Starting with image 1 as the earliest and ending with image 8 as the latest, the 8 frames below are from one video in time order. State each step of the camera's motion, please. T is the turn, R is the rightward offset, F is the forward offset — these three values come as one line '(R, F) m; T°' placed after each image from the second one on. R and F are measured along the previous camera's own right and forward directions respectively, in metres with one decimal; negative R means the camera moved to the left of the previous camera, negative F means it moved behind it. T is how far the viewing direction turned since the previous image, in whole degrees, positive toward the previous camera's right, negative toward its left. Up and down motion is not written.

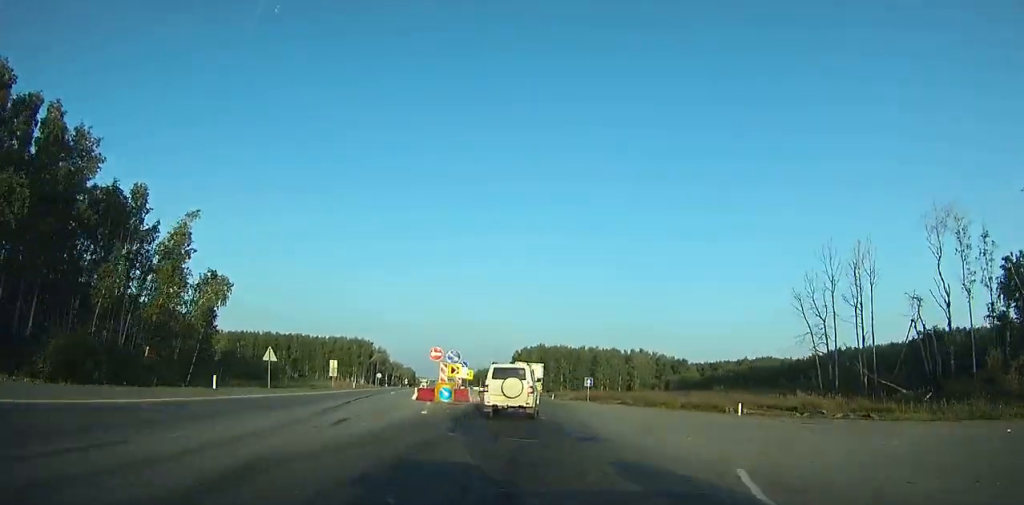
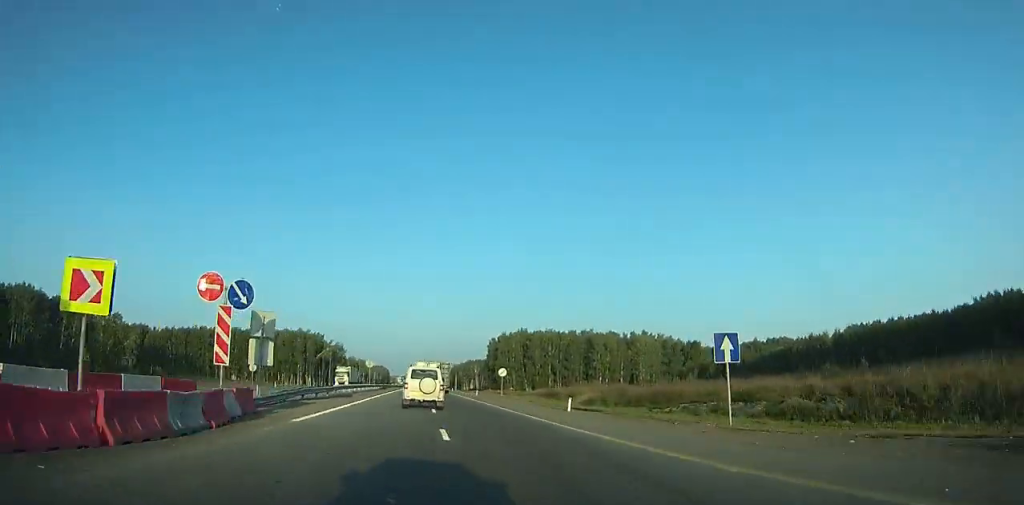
(+3.1, +52.9) m; +5°
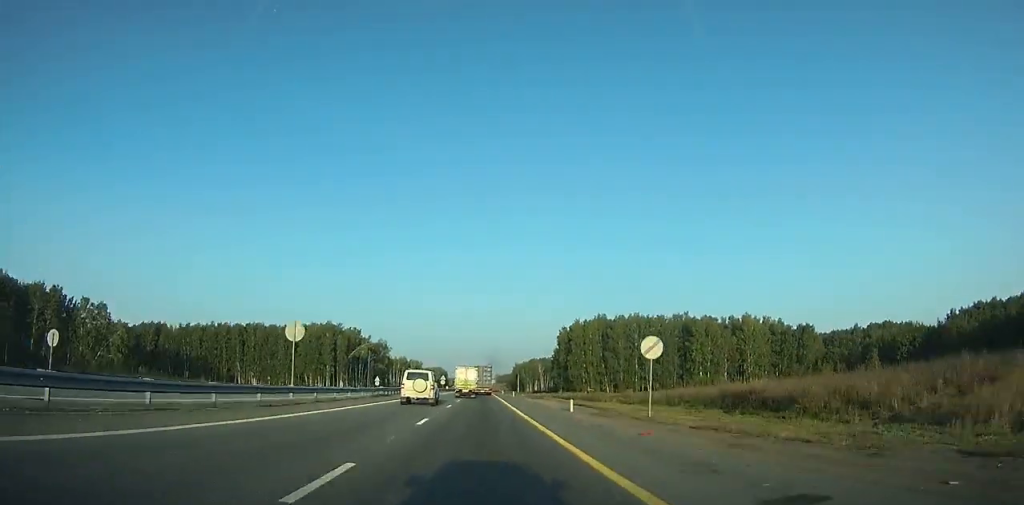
(-0.1, +41.2) m; -2°
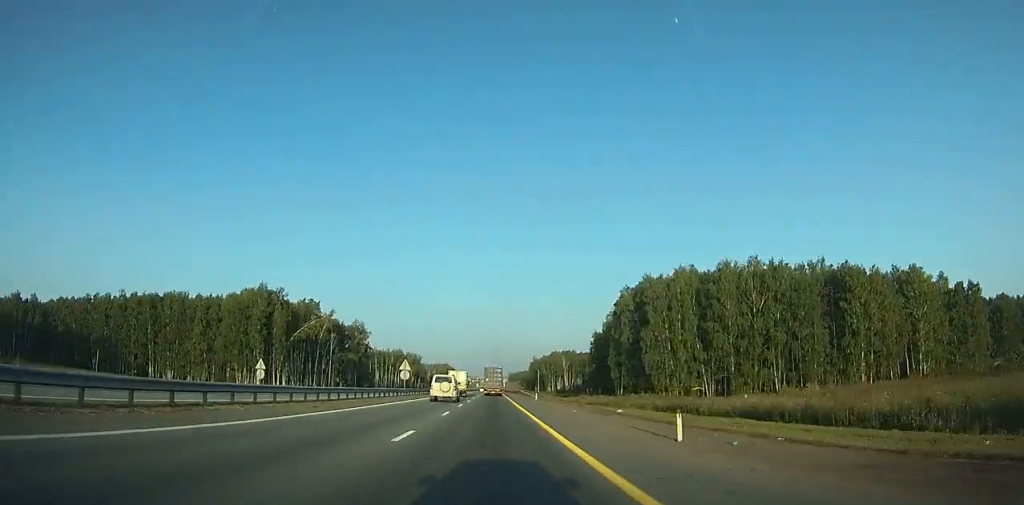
(-3.4, +66.9) m; -4°
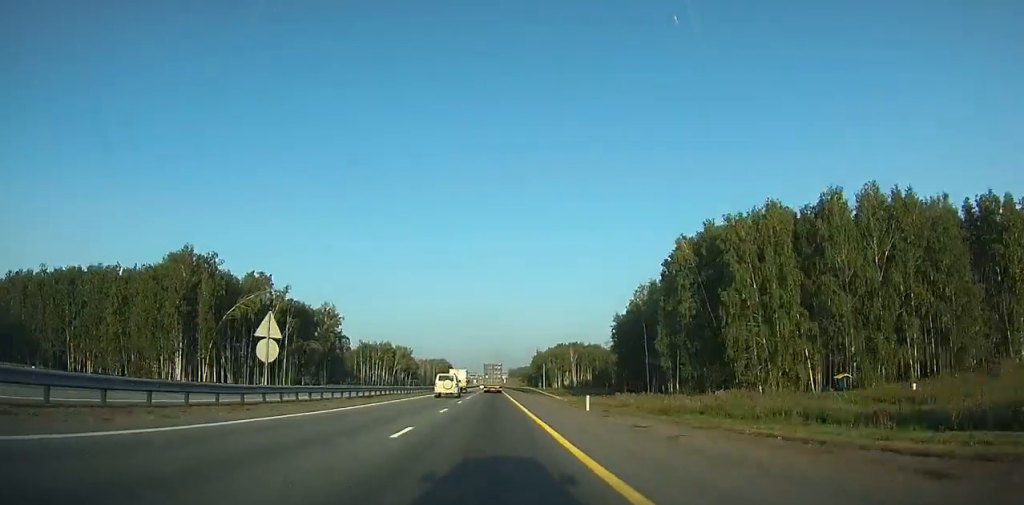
(-0.6, +32.3) m; -1°
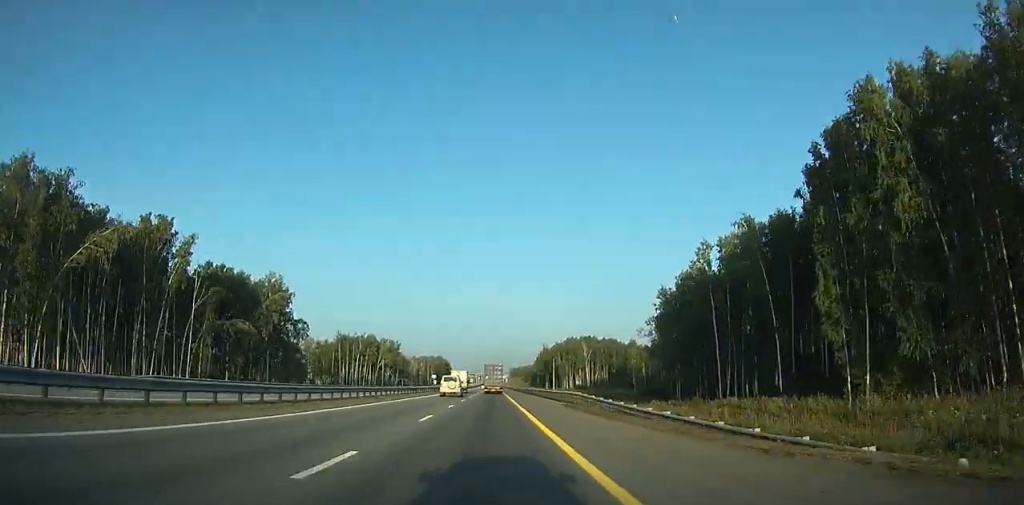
(+0.2, +39.7) m; 0°
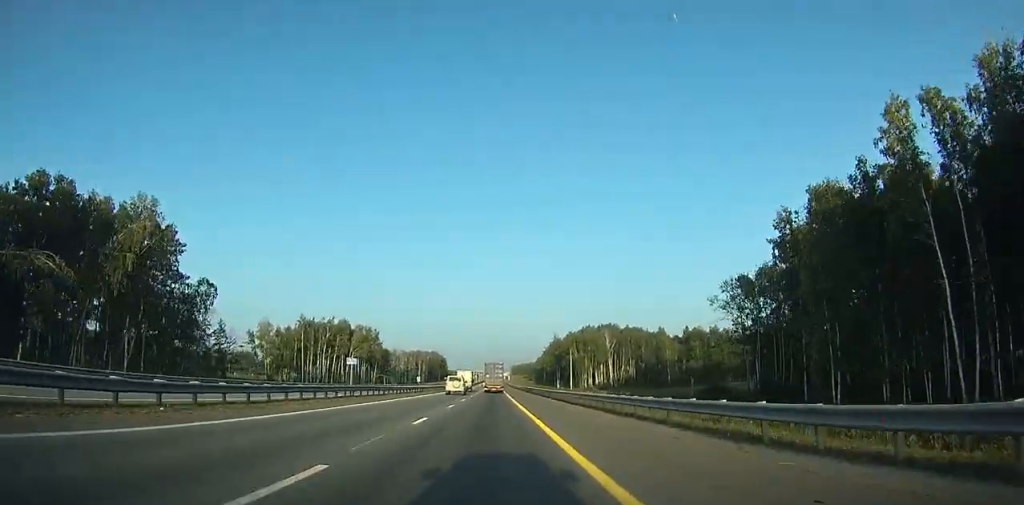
(0.0, +47.7) m; 0°
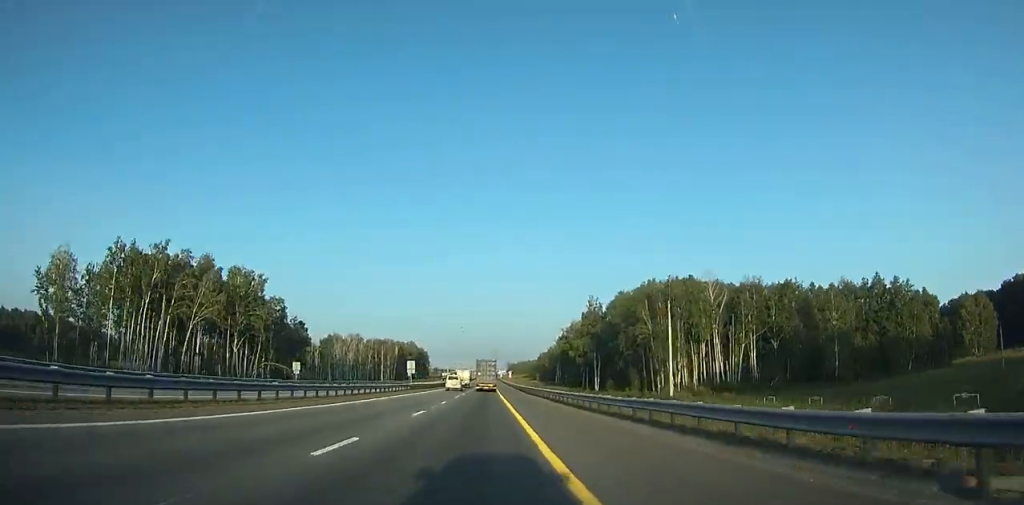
(-0.4, +101.2) m; 0°
